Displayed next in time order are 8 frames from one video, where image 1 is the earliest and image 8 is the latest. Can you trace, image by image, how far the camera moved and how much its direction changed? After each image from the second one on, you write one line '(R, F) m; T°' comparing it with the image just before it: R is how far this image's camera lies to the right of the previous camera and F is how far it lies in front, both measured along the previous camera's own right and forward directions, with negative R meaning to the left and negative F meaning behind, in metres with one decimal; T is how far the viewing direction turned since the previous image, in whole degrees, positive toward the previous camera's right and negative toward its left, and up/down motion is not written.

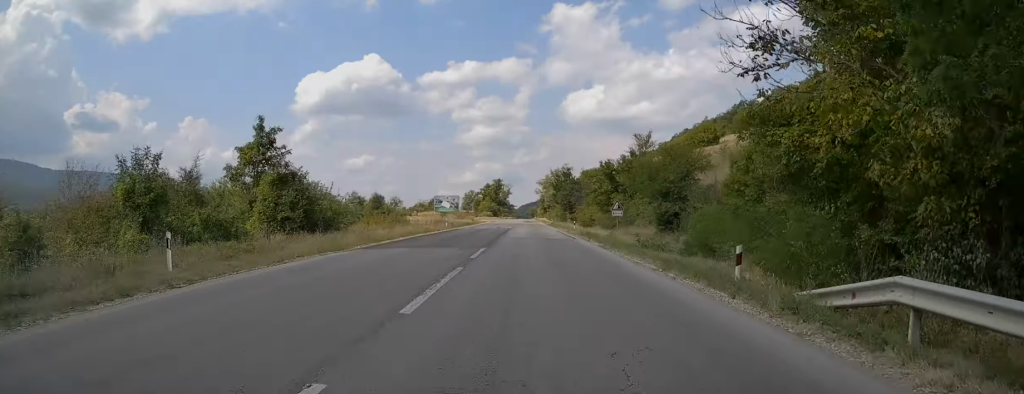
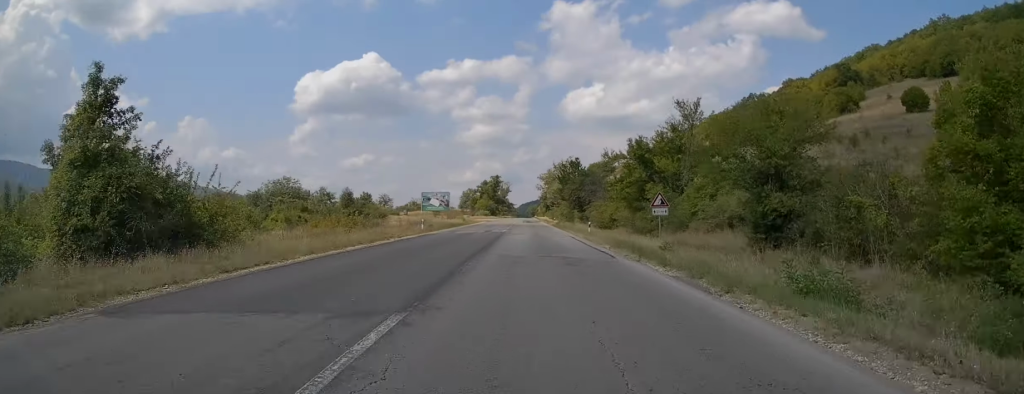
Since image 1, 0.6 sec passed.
(+0.3, +14.1) m; 0°
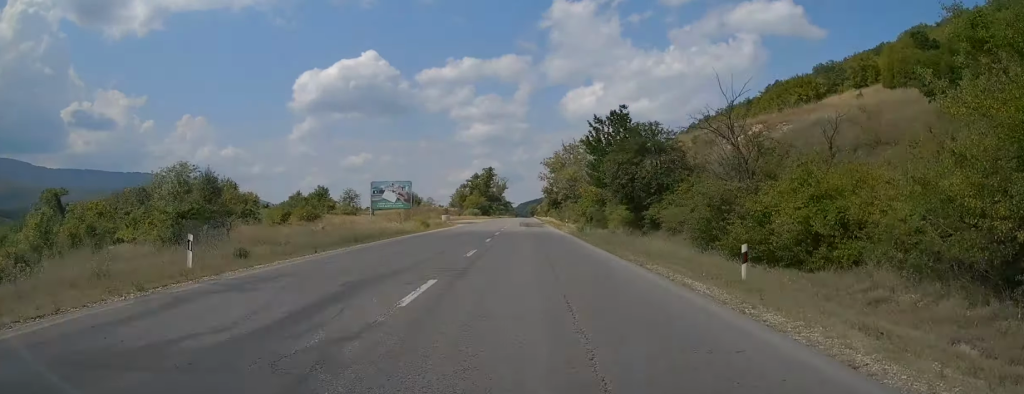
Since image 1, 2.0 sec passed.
(-0.3, +32.9) m; 0°
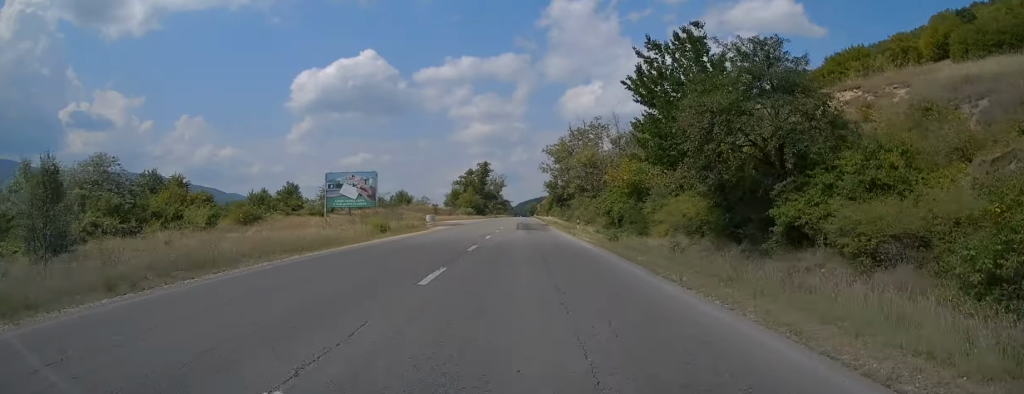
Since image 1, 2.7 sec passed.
(+0.2, +15.7) m; +1°
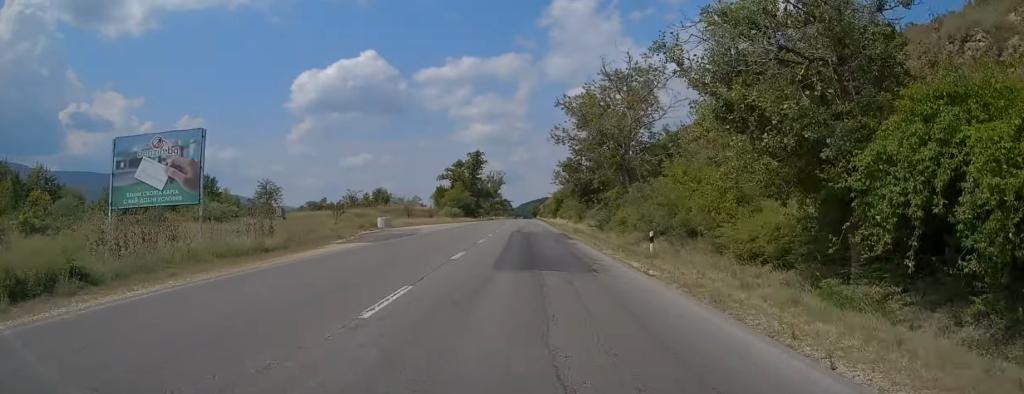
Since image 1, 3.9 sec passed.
(-0.2, +30.0) m; -1°
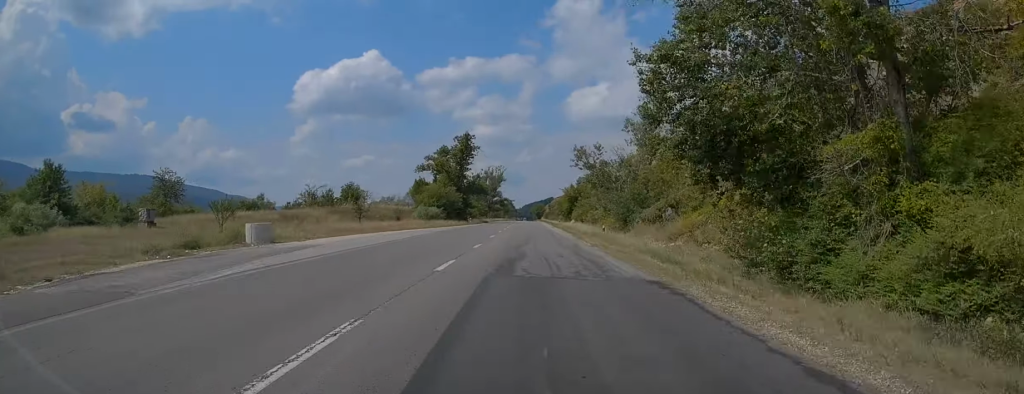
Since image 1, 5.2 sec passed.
(0.0, +29.2) m; 0°
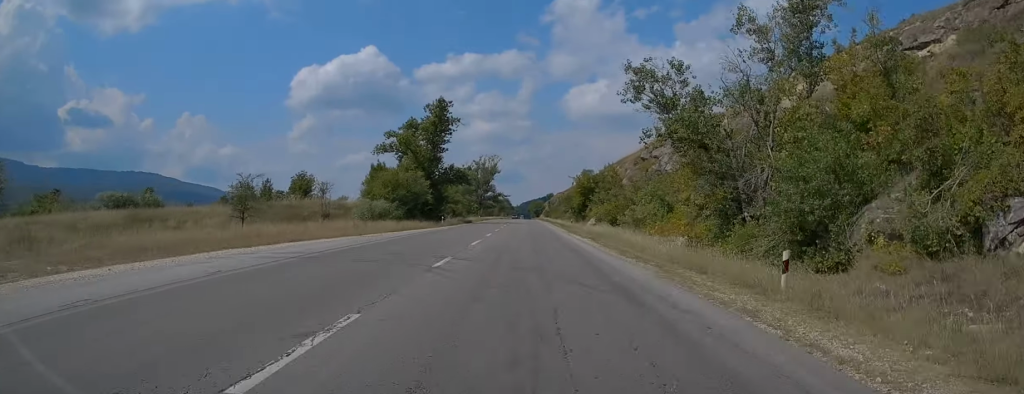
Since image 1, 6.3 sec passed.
(-0.2, +26.9) m; 0°
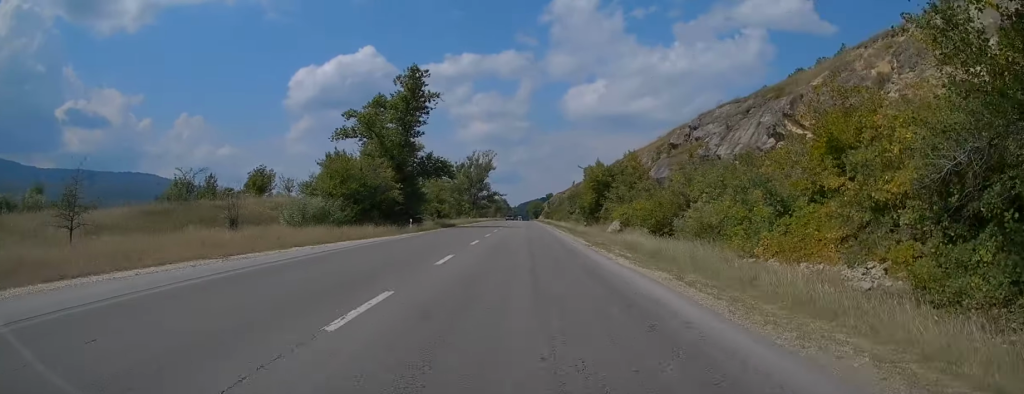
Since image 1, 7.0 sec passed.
(+0.1, +15.8) m; 0°
